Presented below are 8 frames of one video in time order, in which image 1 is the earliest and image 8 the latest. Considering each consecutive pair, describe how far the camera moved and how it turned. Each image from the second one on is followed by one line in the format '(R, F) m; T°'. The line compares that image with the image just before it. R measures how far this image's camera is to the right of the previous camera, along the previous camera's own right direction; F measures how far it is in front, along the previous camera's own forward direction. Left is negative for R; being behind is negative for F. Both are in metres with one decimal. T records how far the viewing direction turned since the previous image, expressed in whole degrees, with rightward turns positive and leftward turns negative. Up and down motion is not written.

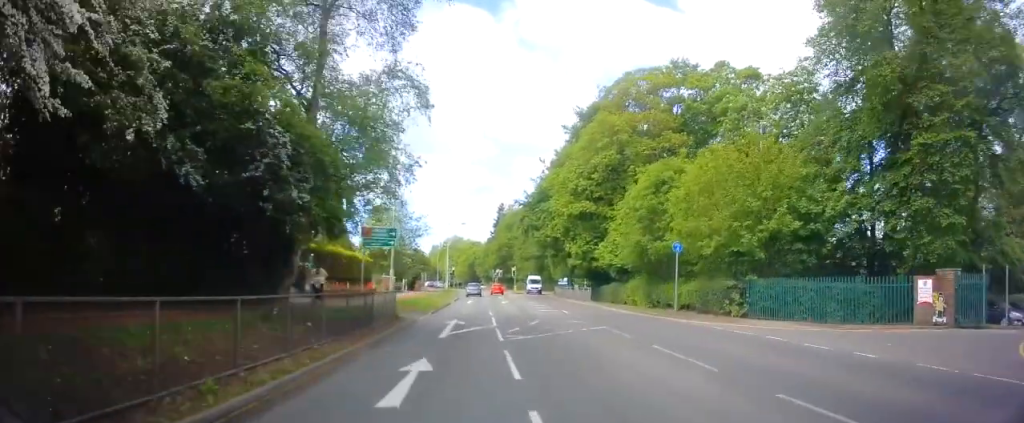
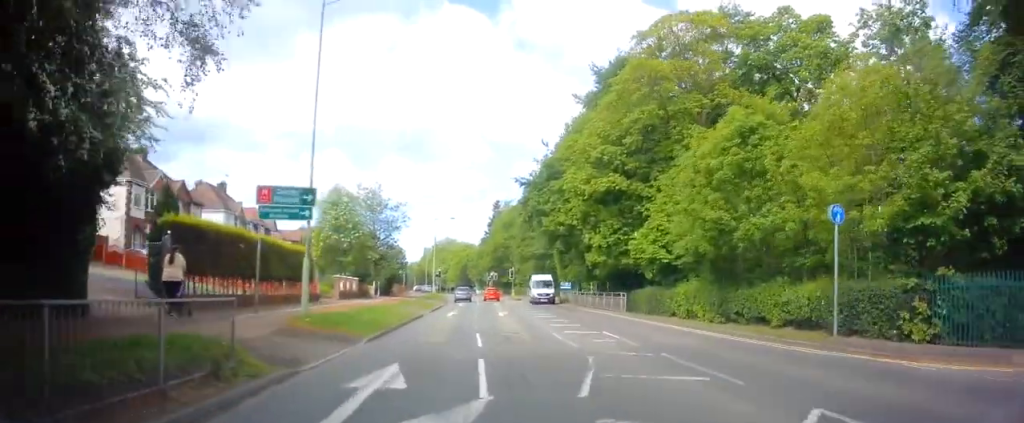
(-0.2, +12.6) m; -1°
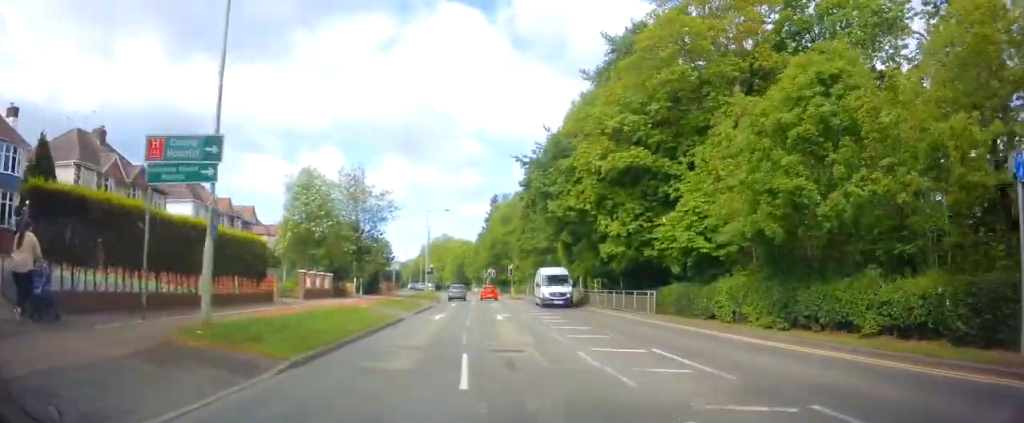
(-0.1, +5.7) m; +1°
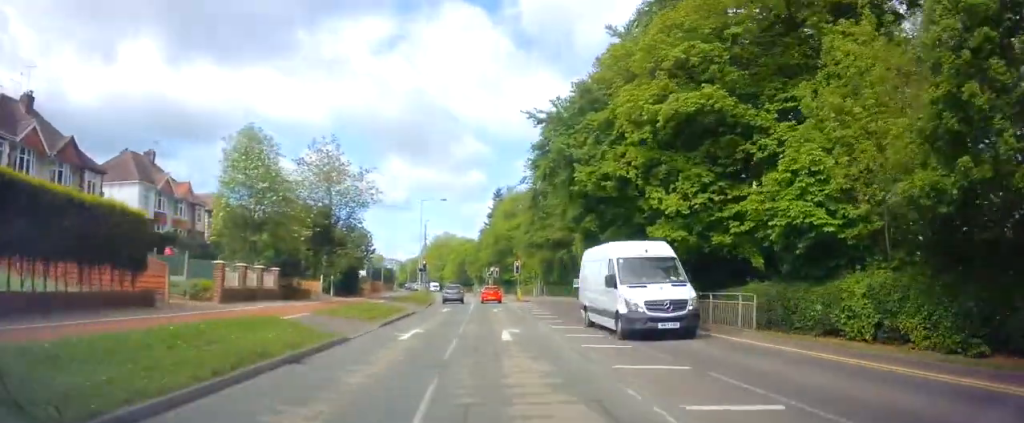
(+0.3, +8.8) m; +2°
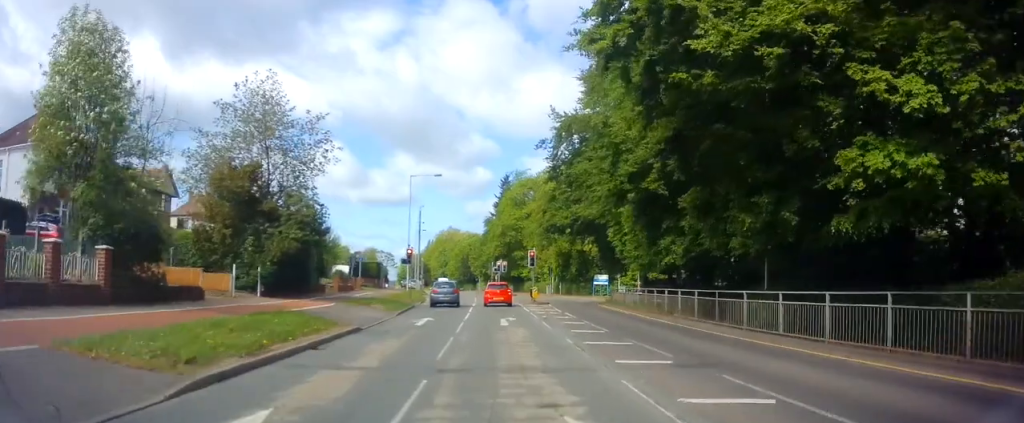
(0.0, +12.6) m; -2°
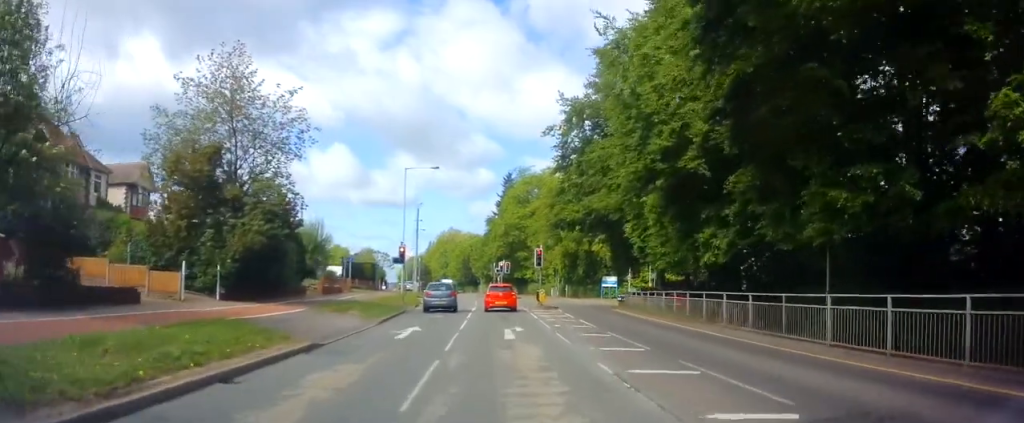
(-0.1, +4.0) m; -2°
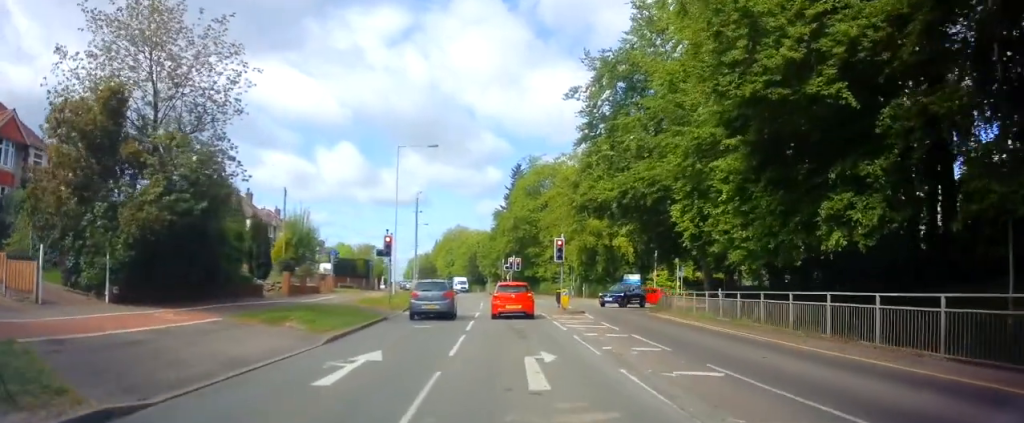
(-0.3, +7.5) m; -1°
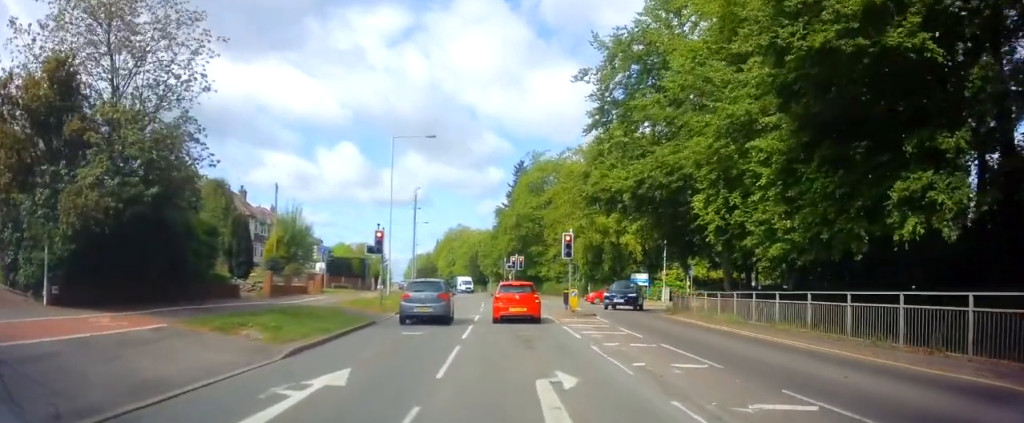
(+0.2, +2.5) m; +1°
